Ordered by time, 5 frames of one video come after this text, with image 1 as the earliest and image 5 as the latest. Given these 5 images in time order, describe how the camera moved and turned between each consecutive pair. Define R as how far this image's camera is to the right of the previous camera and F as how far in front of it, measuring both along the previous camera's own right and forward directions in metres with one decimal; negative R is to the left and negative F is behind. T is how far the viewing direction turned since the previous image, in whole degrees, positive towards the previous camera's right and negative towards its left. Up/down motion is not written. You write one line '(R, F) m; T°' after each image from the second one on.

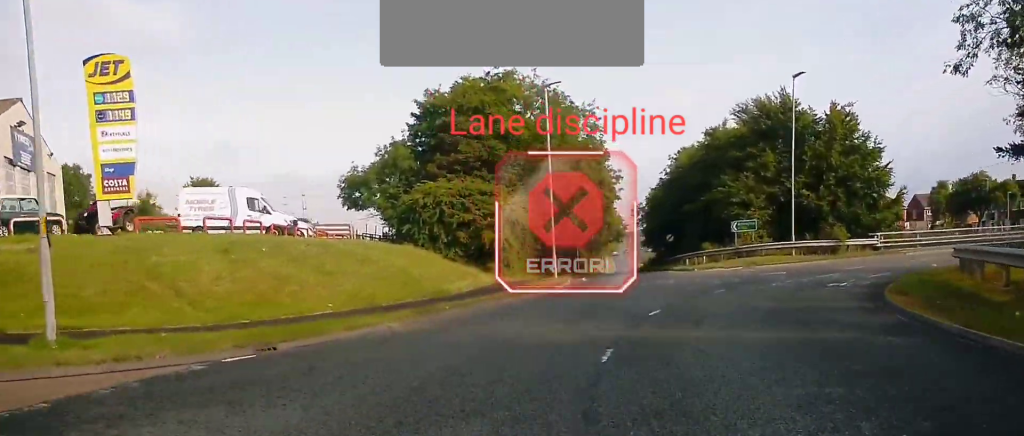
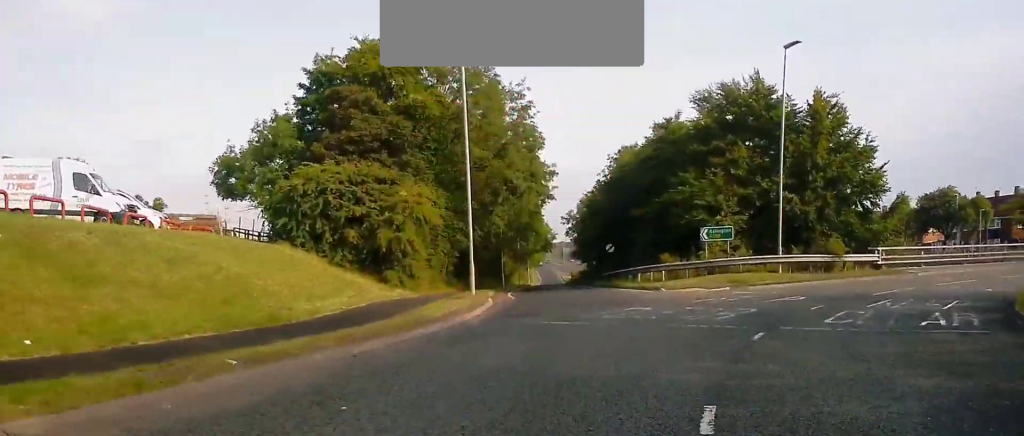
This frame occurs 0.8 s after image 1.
(+0.1, +9.4) m; +3°
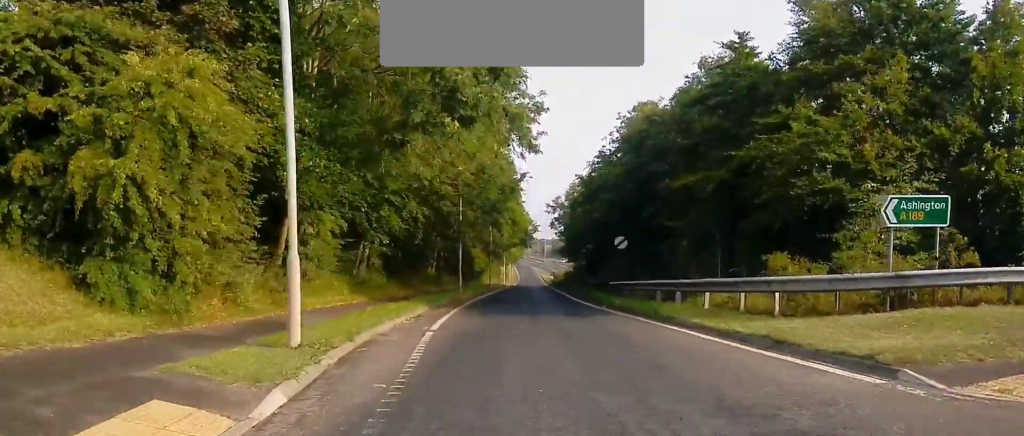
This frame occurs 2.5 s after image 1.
(+1.5, +19.8) m; +5°
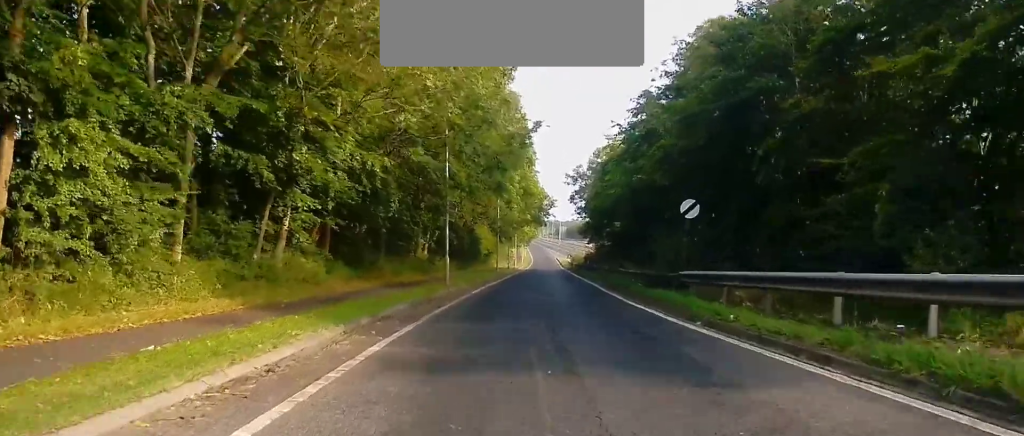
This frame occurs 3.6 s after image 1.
(-0.4, +13.9) m; -1°
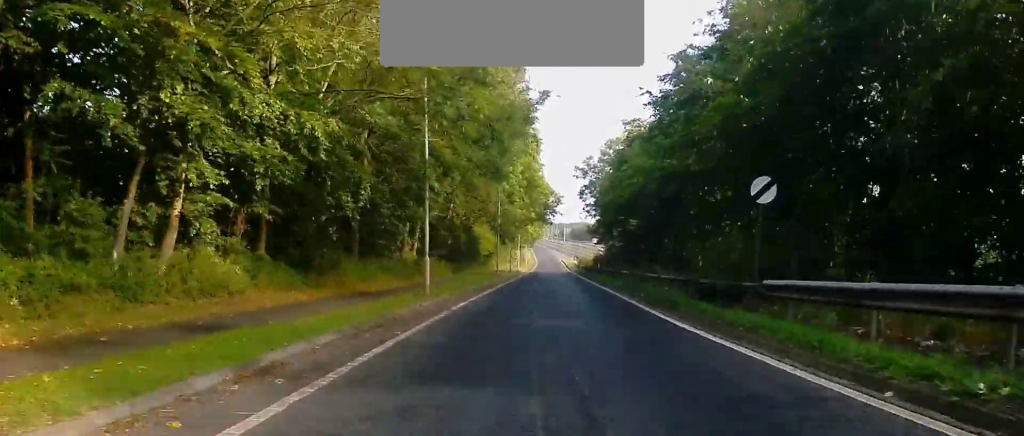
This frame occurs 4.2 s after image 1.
(0.0, +7.6) m; 0°
